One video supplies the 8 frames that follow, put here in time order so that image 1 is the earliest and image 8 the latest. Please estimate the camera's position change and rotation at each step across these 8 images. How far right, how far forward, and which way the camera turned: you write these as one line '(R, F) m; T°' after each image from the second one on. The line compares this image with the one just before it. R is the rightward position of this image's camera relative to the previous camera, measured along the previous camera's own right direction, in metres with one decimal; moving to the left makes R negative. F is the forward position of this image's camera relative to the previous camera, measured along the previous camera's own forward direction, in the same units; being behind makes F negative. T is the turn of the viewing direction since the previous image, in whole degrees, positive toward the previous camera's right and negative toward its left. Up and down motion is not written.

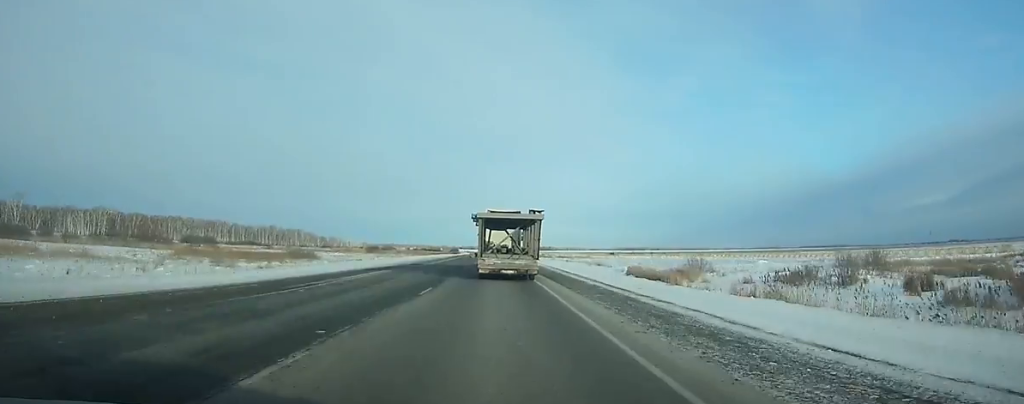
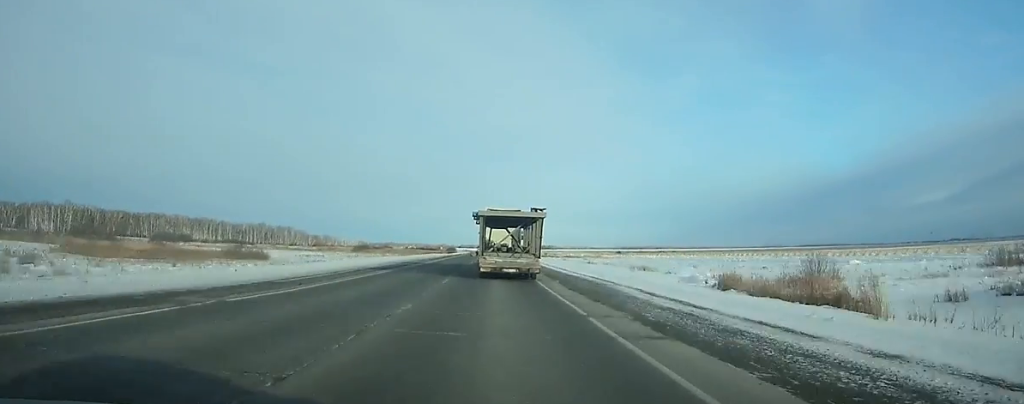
(0.0, +29.3) m; 0°
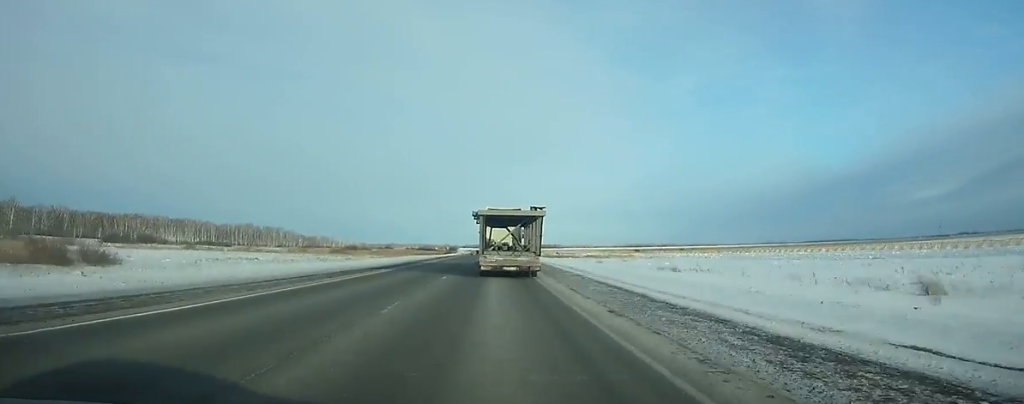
(0.0, +47.0) m; 0°
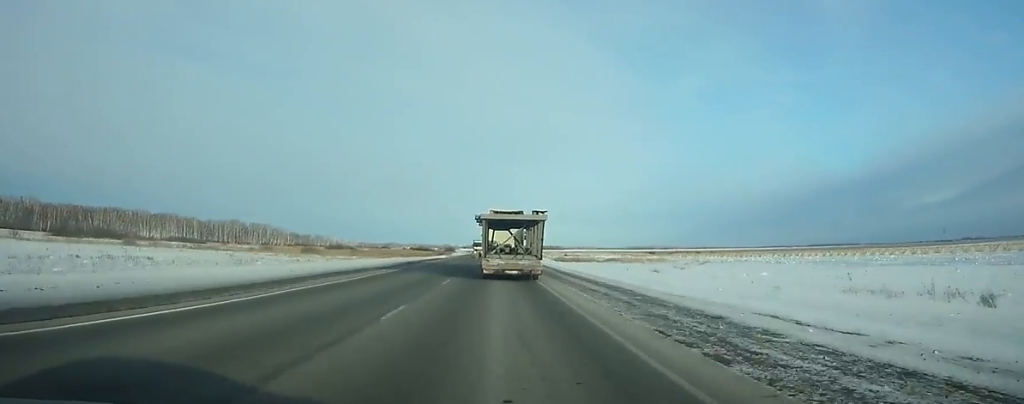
(0.0, +37.9) m; 0°
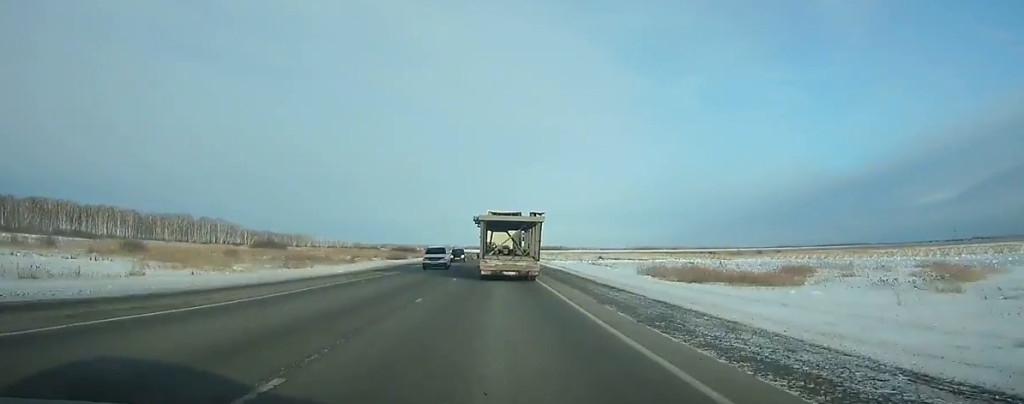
(-0.4, +102.6) m; 0°
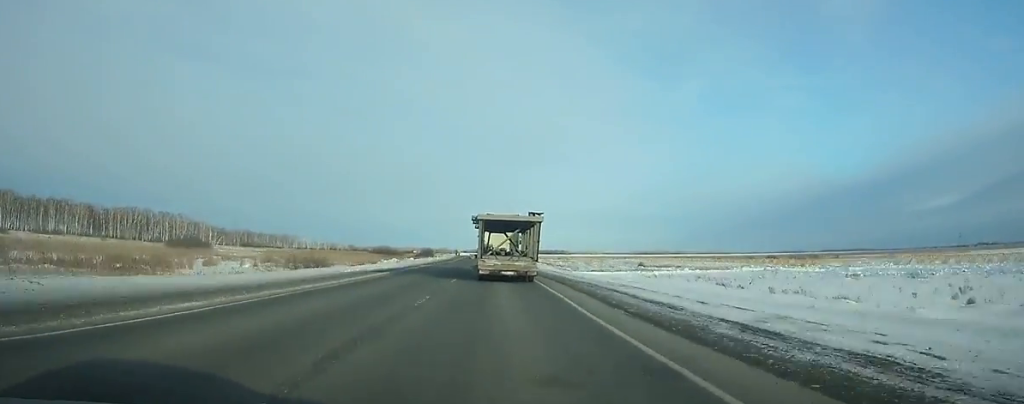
(-0.1, +60.3) m; 0°
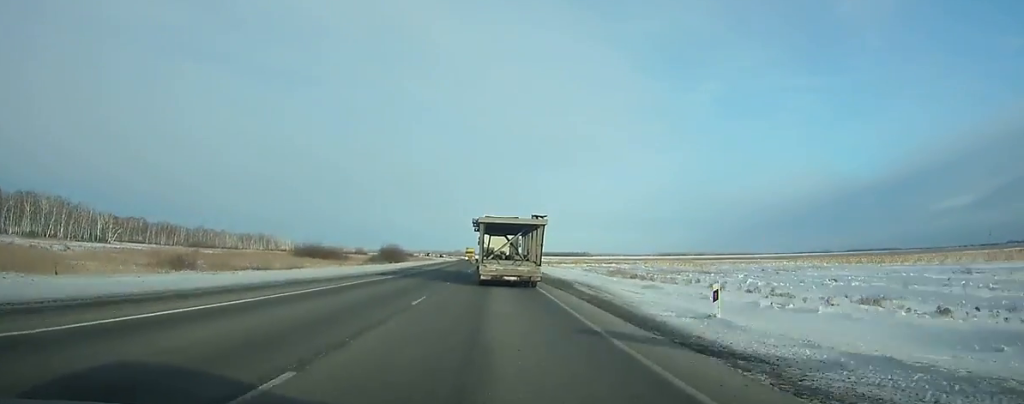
(-1.7, +140.7) m; -1°
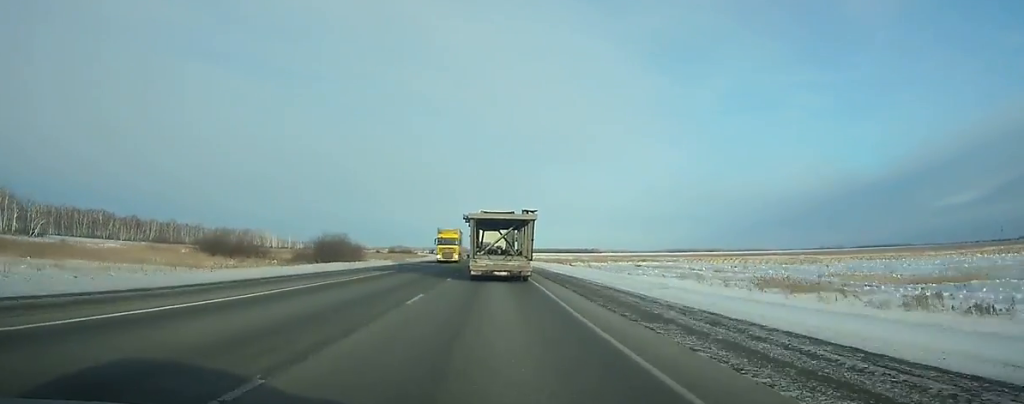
(-0.2, +60.1) m; 0°
